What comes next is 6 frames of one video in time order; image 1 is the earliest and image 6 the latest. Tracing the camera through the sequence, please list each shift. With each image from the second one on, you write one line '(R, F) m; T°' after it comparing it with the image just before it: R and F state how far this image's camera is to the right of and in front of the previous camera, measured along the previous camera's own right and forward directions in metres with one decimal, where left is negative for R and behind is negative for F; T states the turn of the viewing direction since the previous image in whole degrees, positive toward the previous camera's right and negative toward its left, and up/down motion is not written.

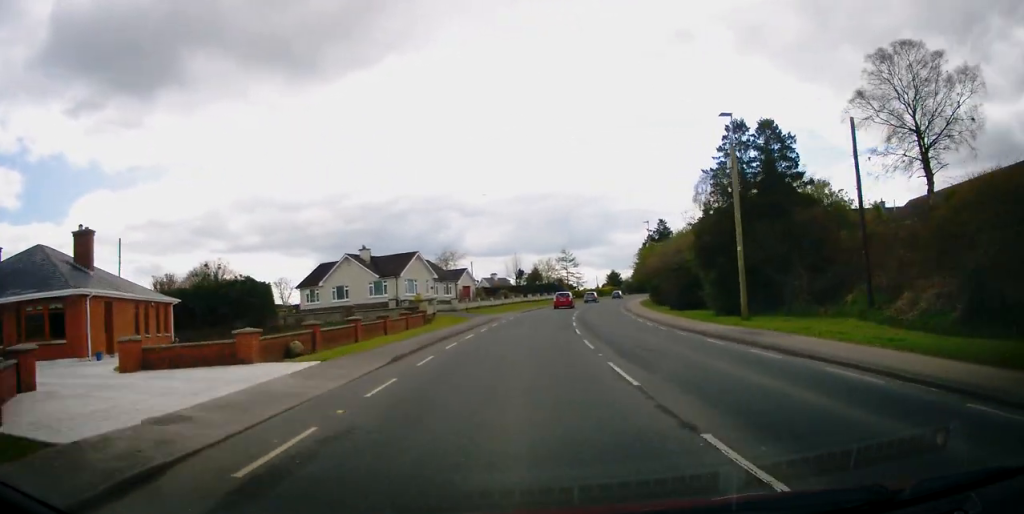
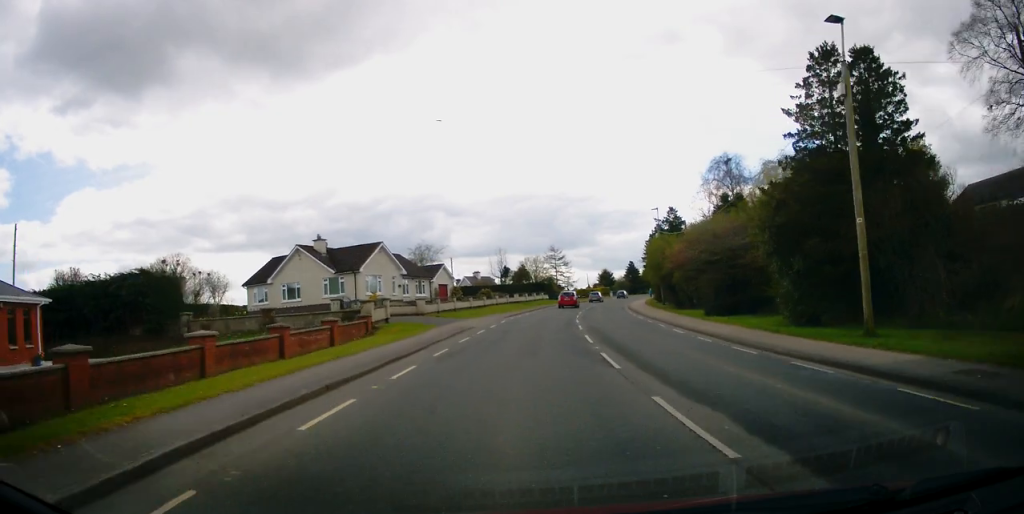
(+0.1, +10.3) m; +1°
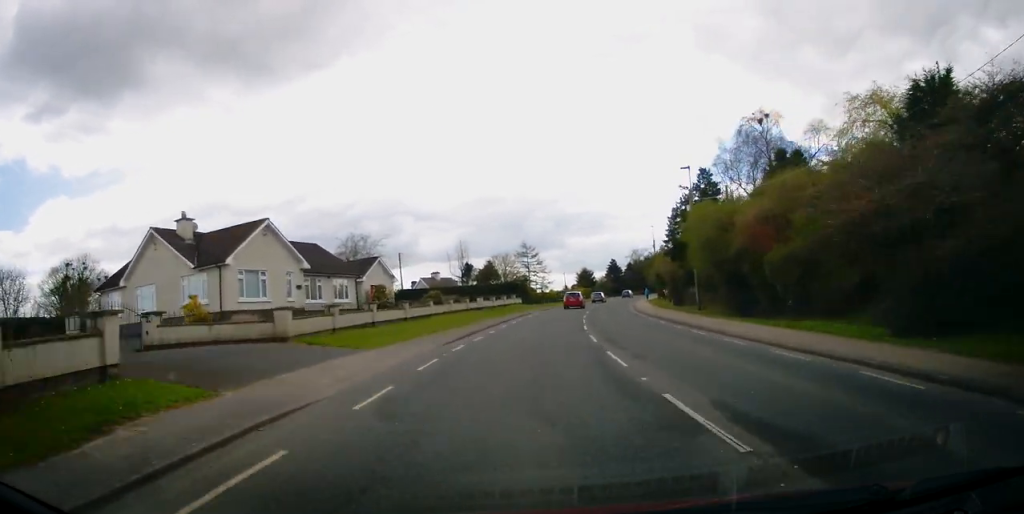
(+0.4, +18.4) m; +3°
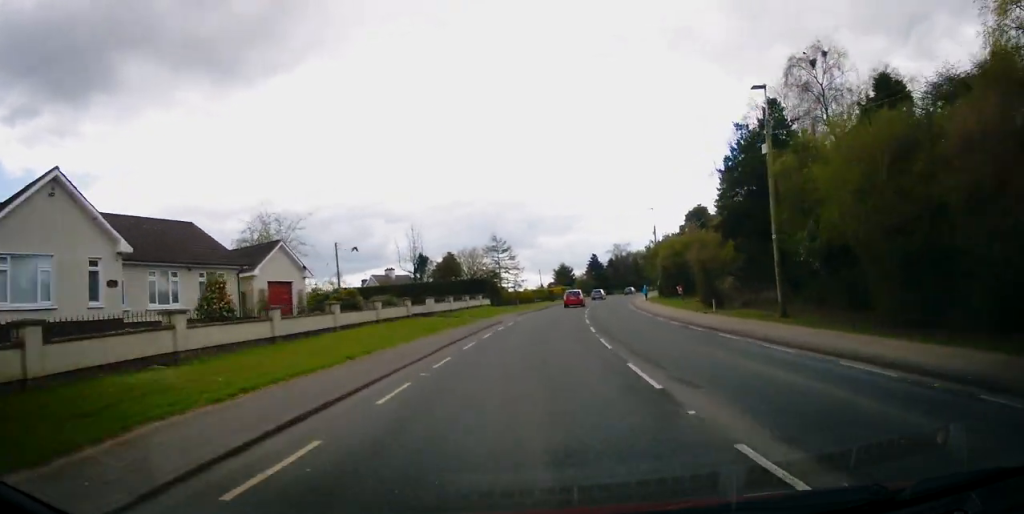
(+0.3, +15.1) m; +3°
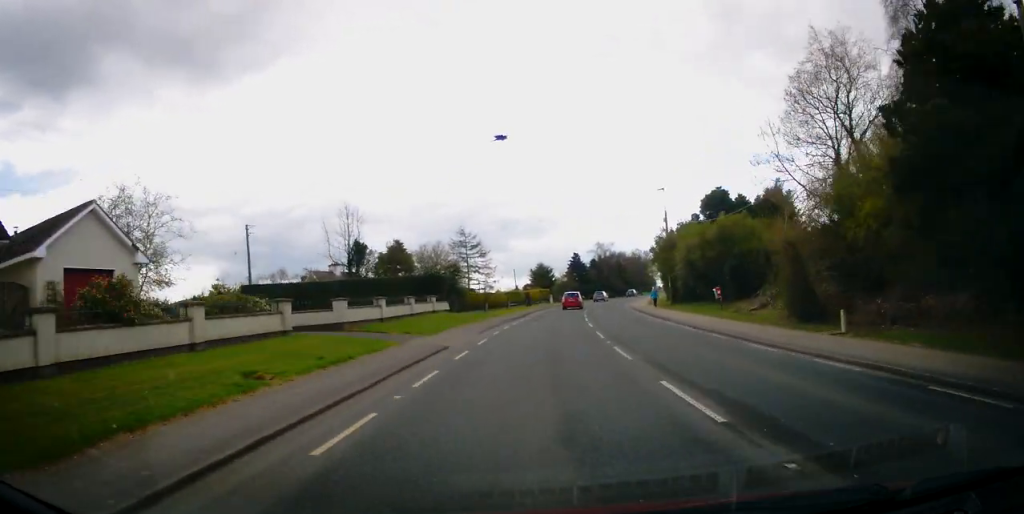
(+0.4, +14.6) m; +3°
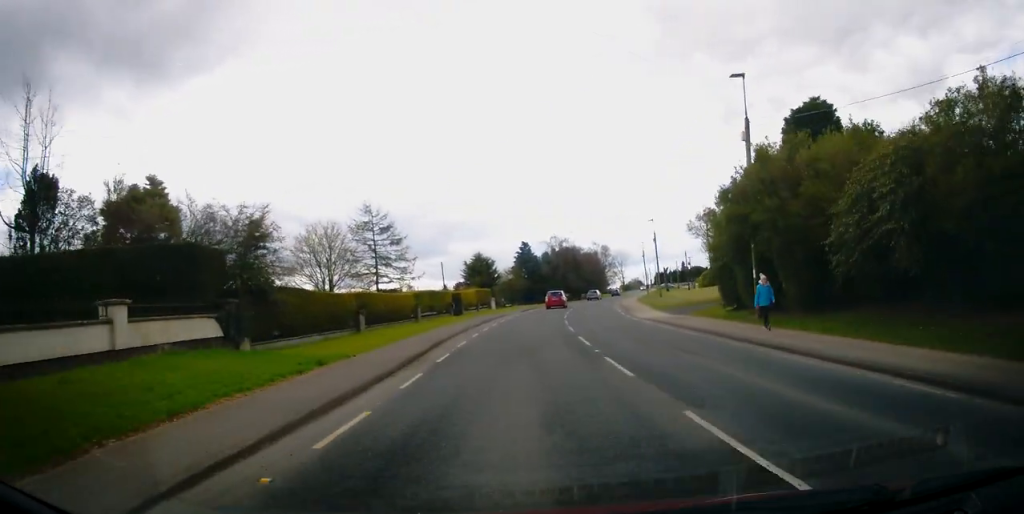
(+1.2, +27.4) m; +5°
